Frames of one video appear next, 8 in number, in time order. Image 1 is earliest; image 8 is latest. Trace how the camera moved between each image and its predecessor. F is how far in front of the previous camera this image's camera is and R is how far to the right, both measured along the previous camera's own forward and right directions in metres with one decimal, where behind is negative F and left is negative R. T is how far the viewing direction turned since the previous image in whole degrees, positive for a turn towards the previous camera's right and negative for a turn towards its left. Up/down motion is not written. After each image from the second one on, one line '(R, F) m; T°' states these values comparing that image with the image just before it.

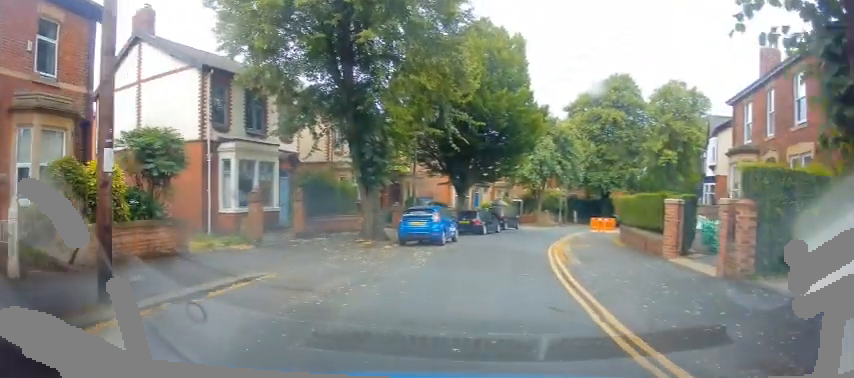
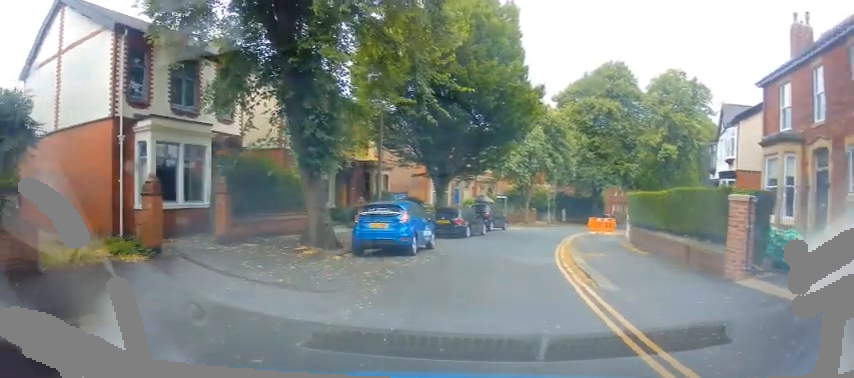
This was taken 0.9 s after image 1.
(-0.1, +4.4) m; +4°
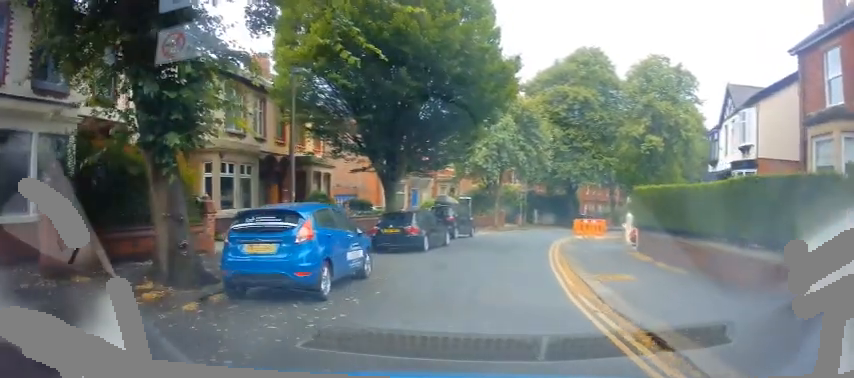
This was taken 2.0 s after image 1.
(+0.6, +5.3) m; +9°
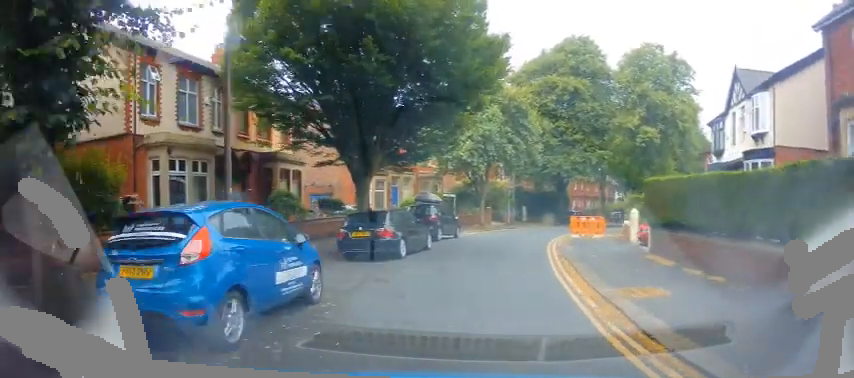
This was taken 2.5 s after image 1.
(+0.2, +2.5) m; 0°
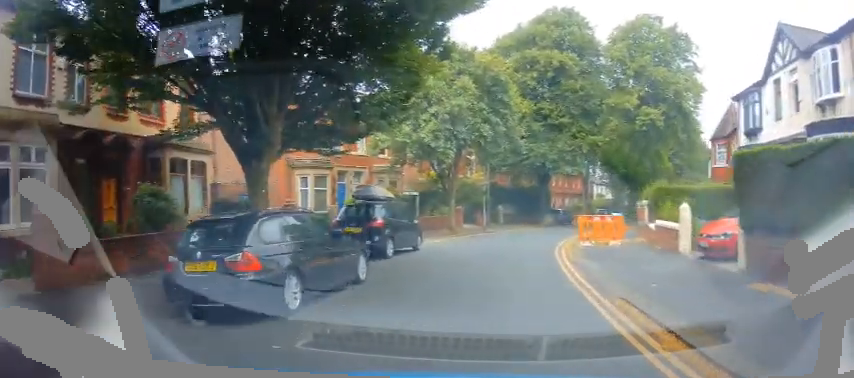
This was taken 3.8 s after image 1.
(-0.2, +6.8) m; +3°
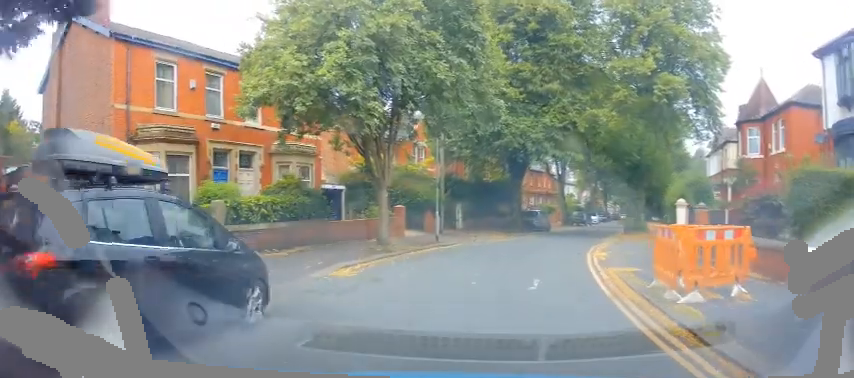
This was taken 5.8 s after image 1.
(+0.8, +9.9) m; +5°
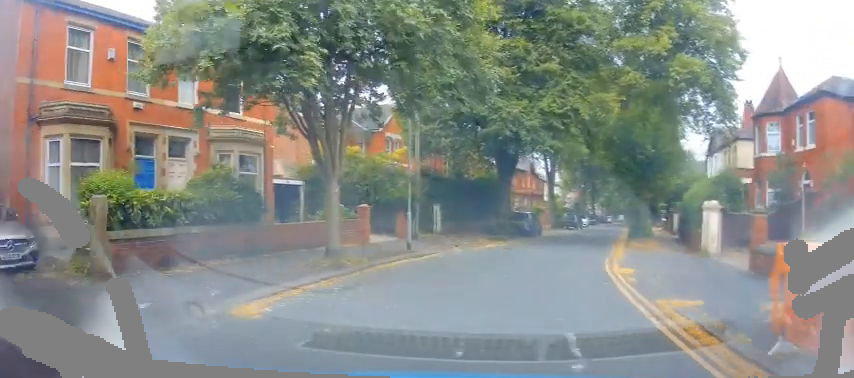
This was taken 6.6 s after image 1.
(+0.1, +3.8) m; +1°
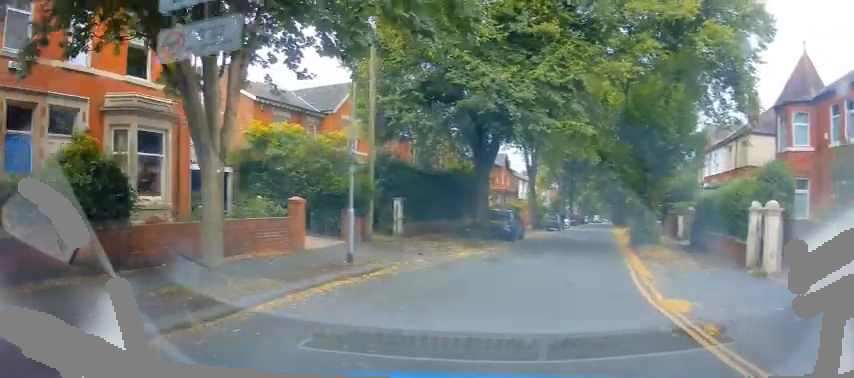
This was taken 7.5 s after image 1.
(0.0, +4.7) m; +6°
